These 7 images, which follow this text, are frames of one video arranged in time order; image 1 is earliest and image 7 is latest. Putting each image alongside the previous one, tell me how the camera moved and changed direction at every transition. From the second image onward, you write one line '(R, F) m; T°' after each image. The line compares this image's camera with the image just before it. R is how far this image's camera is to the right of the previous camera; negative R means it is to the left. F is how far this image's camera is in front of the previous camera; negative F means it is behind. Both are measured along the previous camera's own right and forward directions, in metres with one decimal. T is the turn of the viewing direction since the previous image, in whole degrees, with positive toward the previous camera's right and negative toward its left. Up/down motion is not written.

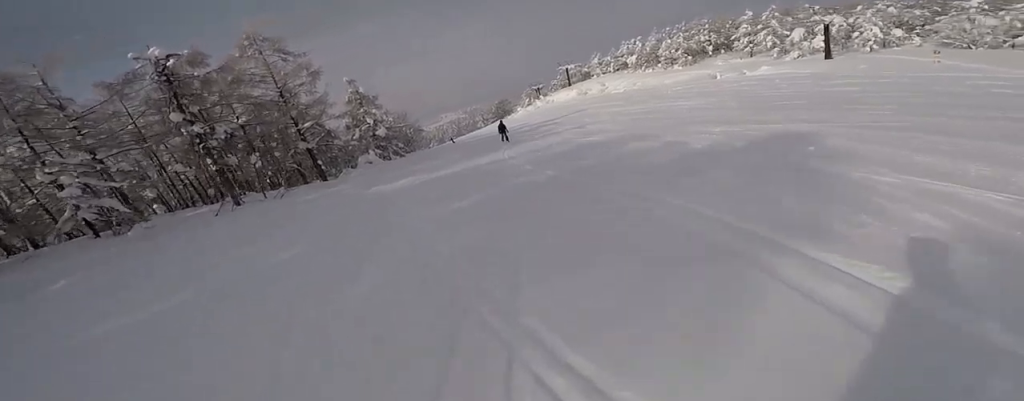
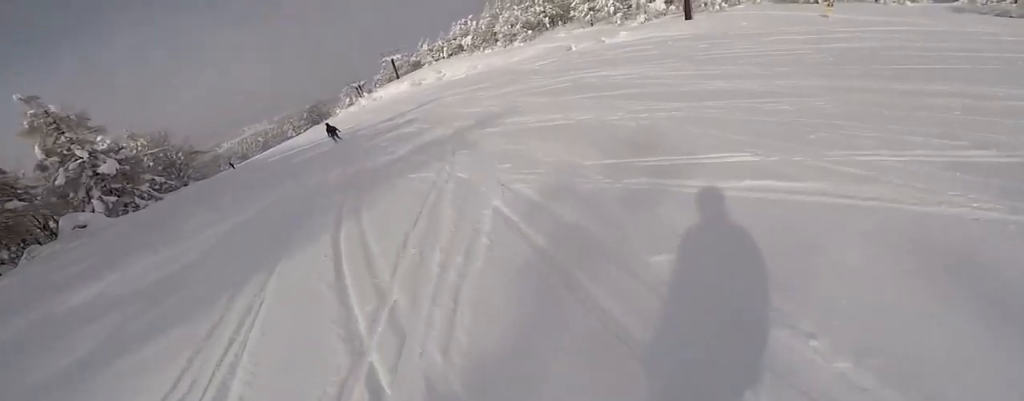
(+4.0, +13.0) m; +34°
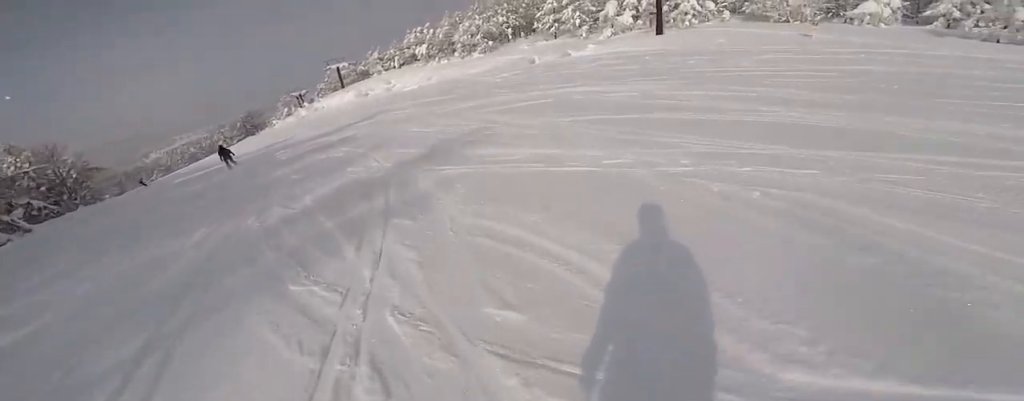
(+1.1, +4.2) m; +7°
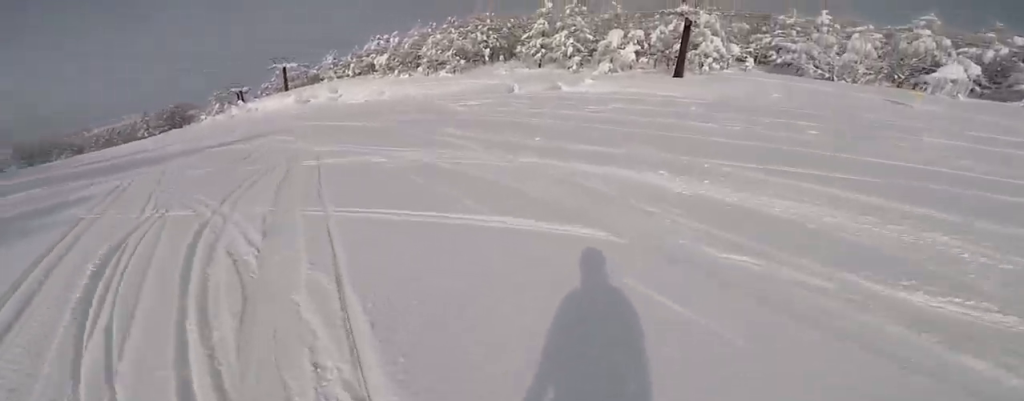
(+0.4, +12.6) m; -5°
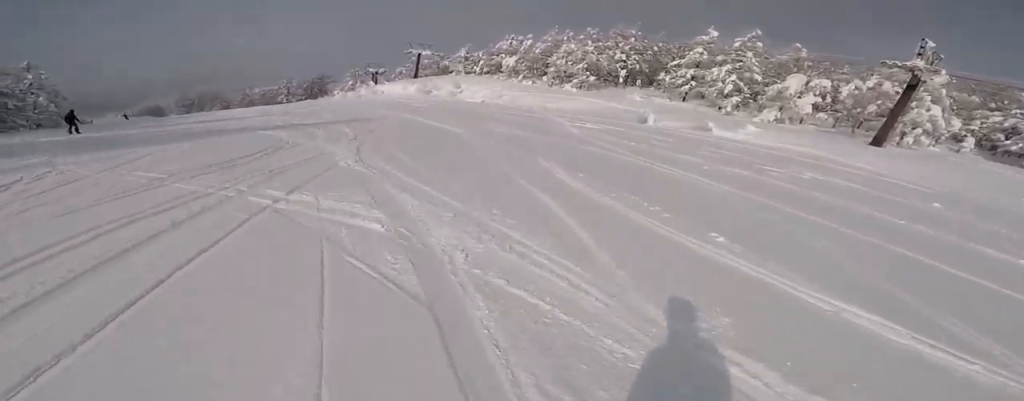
(-0.4, +5.9) m; -10°
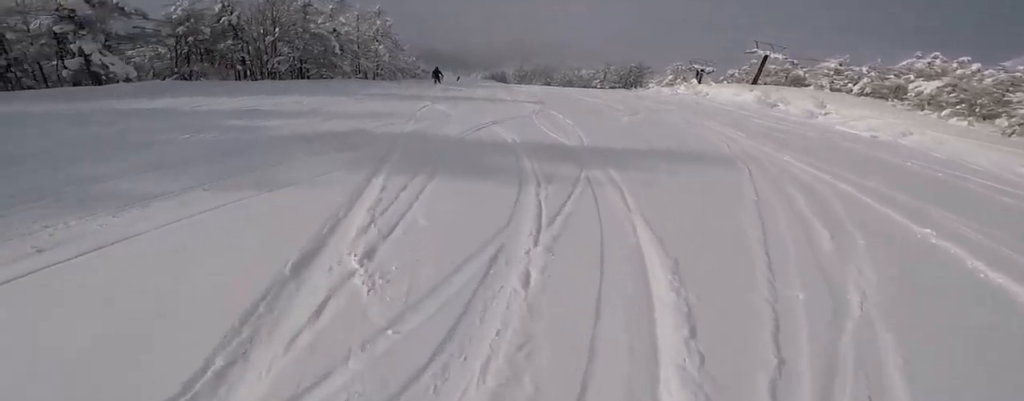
(-5.0, +13.6) m; -41°
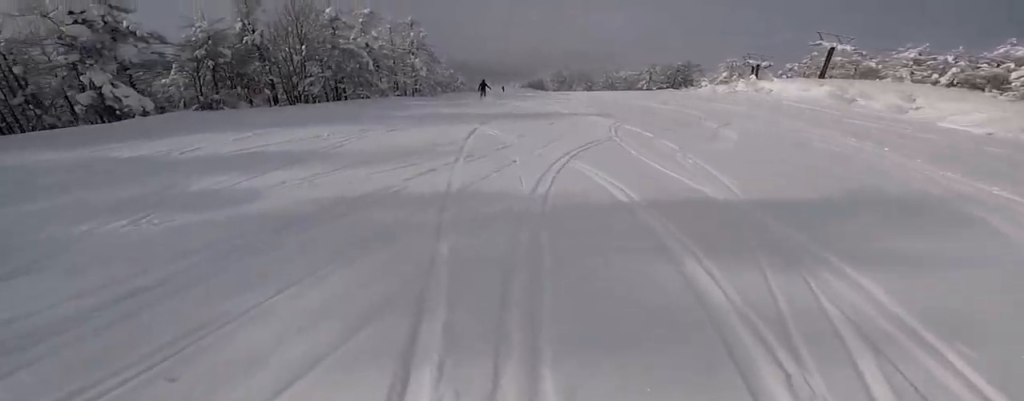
(-1.0, +3.5) m; -5°
